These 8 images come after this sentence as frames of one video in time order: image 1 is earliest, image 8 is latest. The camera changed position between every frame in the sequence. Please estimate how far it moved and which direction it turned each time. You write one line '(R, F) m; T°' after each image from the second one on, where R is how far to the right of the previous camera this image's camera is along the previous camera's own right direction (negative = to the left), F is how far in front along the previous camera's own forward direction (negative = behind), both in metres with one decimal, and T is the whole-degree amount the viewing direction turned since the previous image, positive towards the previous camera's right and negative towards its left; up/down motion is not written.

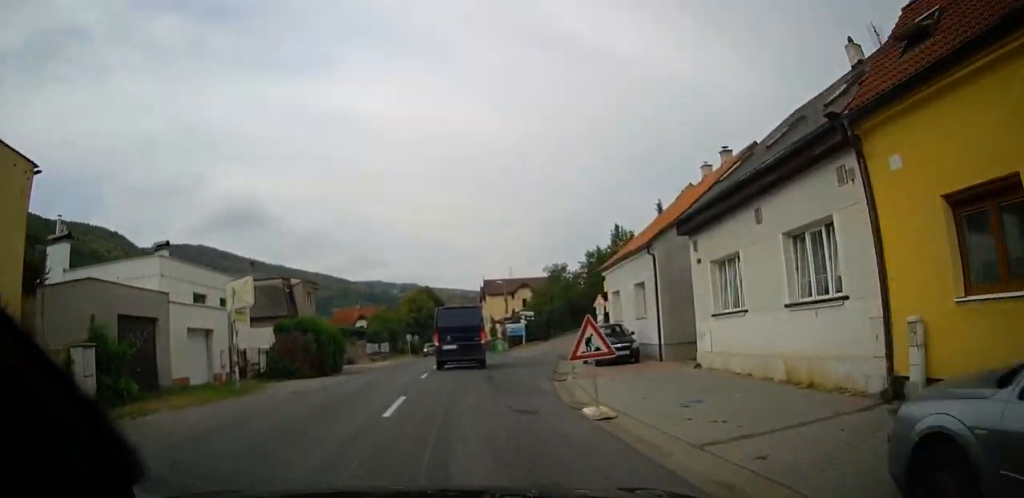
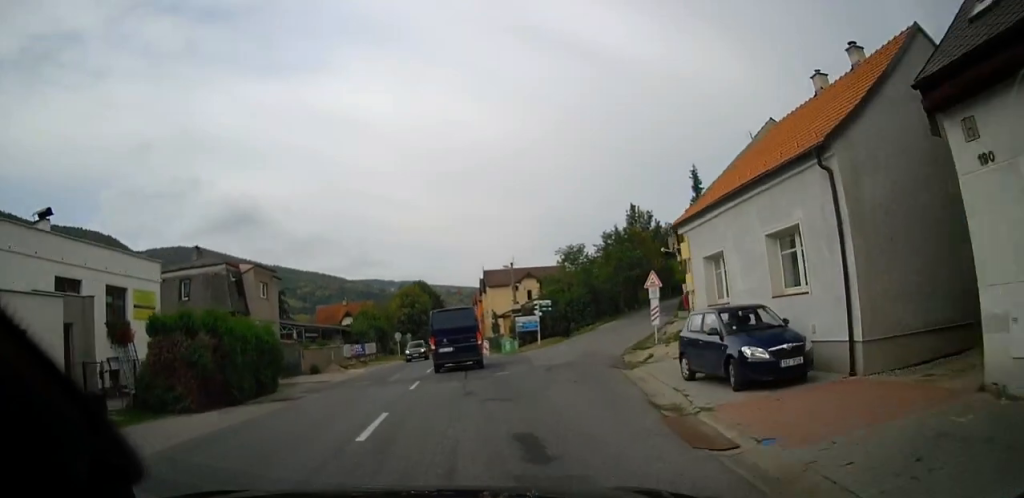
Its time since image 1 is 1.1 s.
(-0.2, +10.9) m; -3°
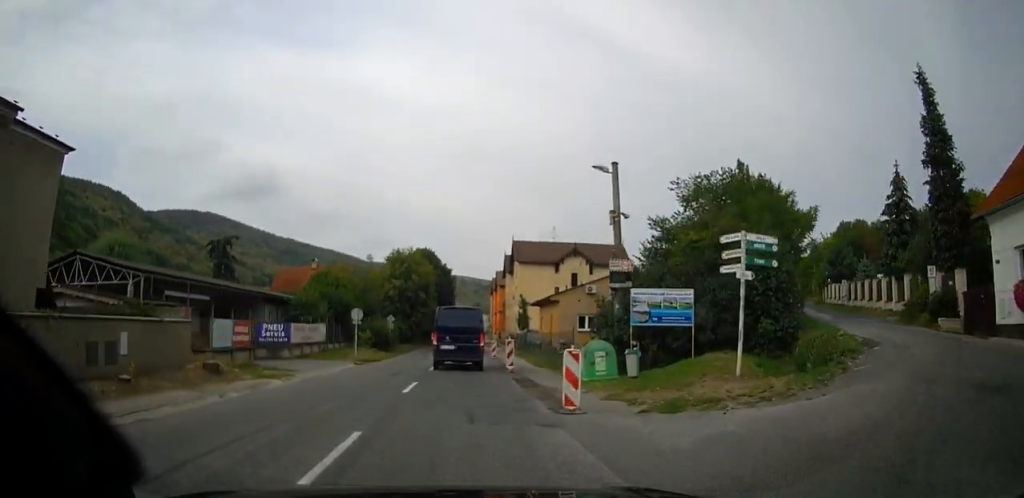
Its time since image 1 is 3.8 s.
(+0.2, +29.0) m; +1°
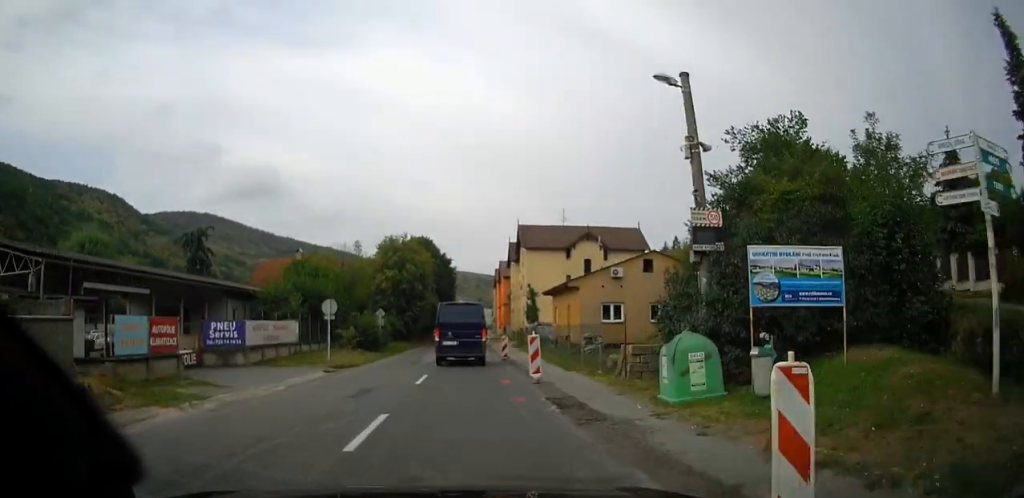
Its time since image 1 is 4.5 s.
(0.0, +7.2) m; -1°
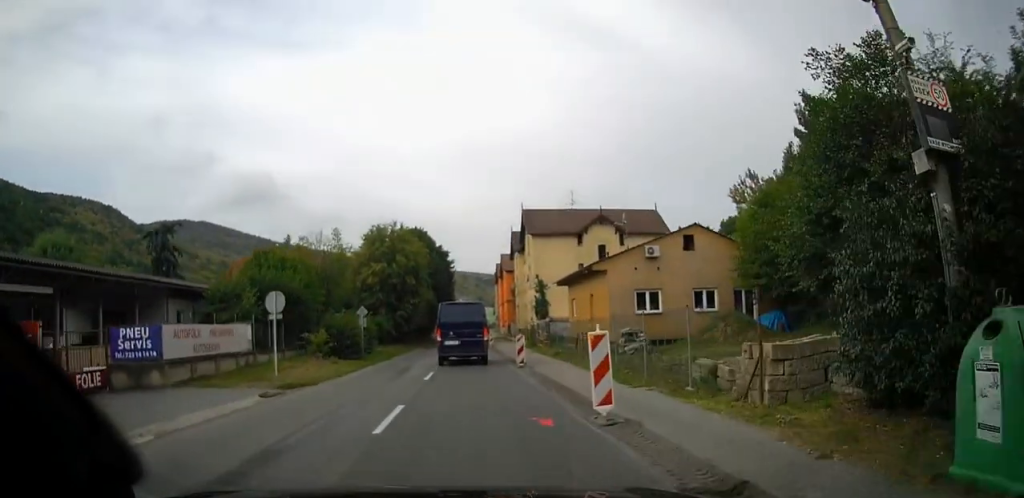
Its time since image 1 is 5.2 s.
(0.0, +7.6) m; -1°
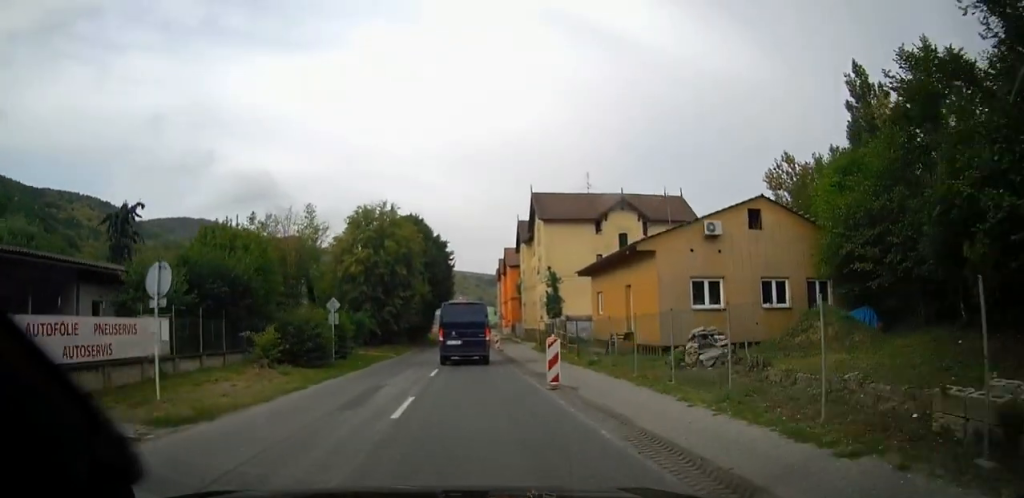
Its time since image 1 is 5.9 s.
(-0.2, +7.8) m; 0°
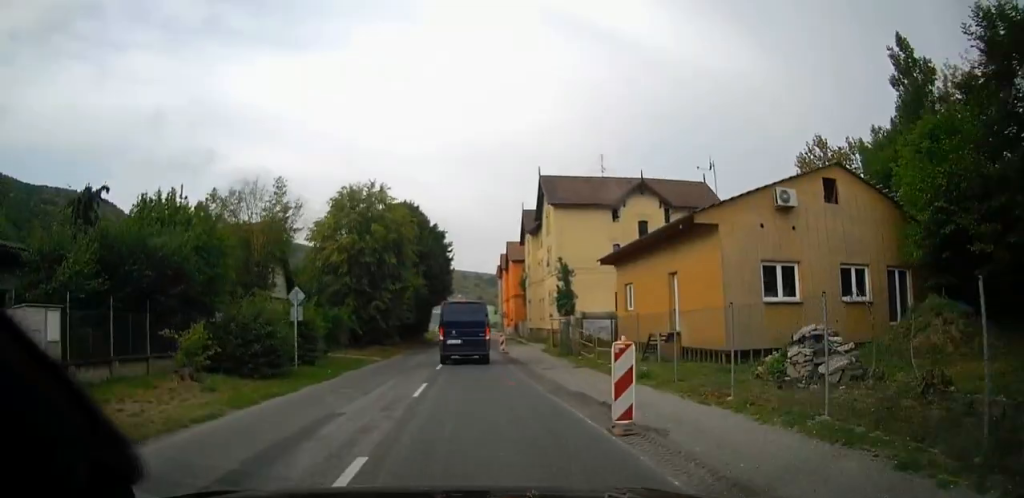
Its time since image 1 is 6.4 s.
(0.0, +6.0) m; 0°
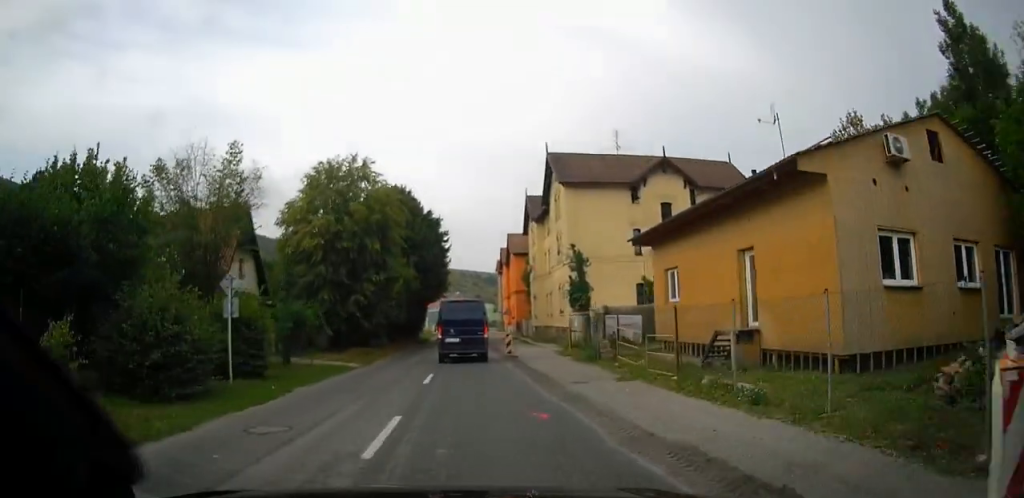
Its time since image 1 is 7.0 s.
(+0.1, +6.0) m; +1°
